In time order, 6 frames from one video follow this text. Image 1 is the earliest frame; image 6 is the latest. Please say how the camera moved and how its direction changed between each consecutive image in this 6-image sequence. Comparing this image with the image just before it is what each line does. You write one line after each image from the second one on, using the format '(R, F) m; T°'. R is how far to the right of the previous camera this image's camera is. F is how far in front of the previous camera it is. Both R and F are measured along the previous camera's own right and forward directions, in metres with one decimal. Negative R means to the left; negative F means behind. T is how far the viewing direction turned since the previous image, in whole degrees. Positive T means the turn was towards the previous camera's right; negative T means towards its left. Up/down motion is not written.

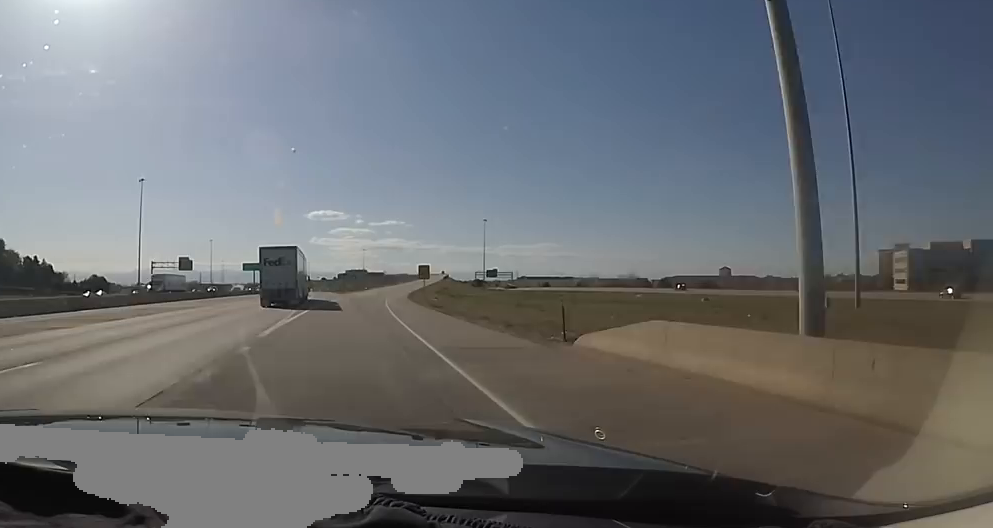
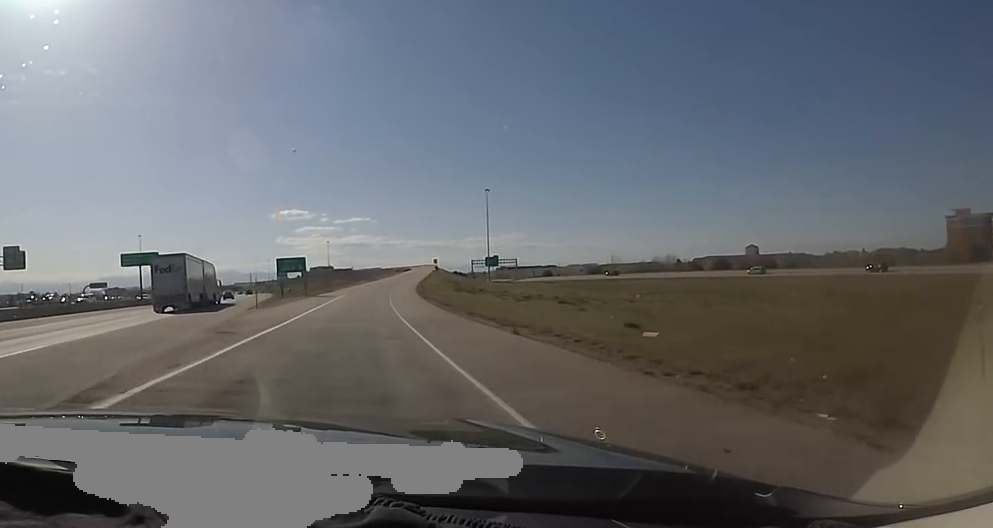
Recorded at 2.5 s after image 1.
(+1.8, +66.1) m; +5°
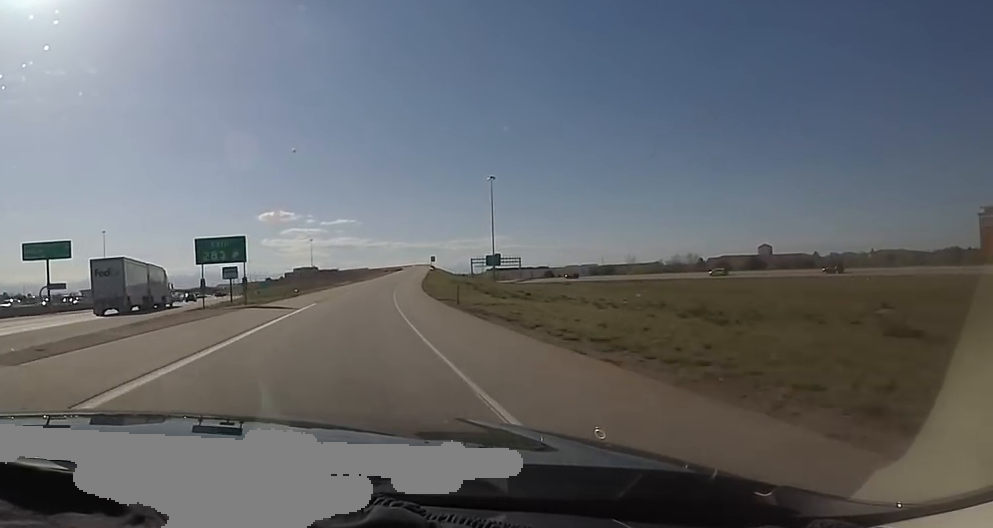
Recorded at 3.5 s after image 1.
(+0.2, +25.7) m; +1°
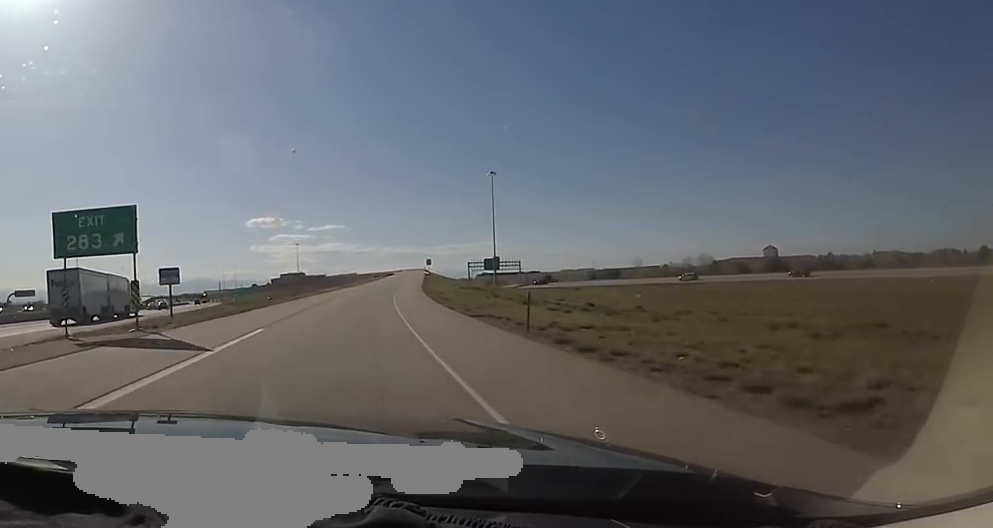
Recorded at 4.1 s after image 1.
(+0.2, +15.2) m; +1°
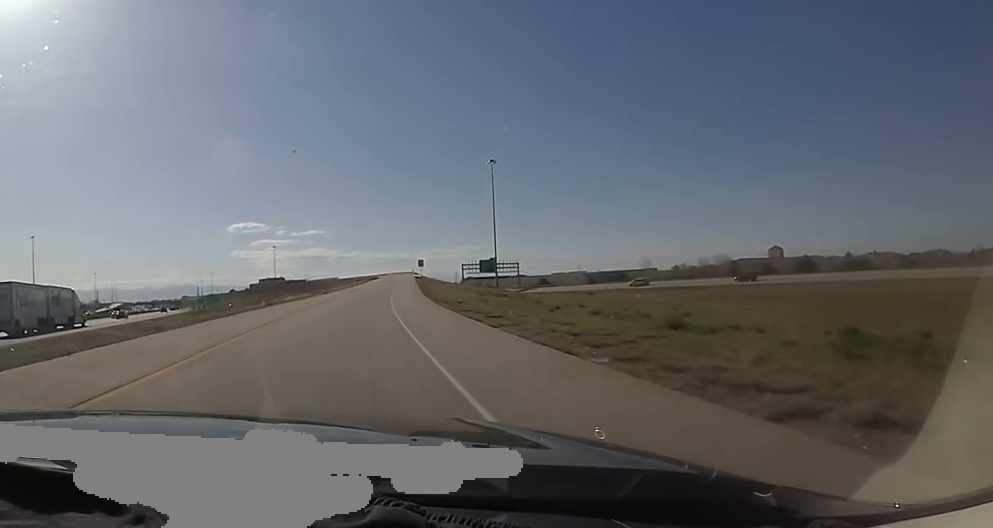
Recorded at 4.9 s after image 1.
(0.0, +19.8) m; 0°
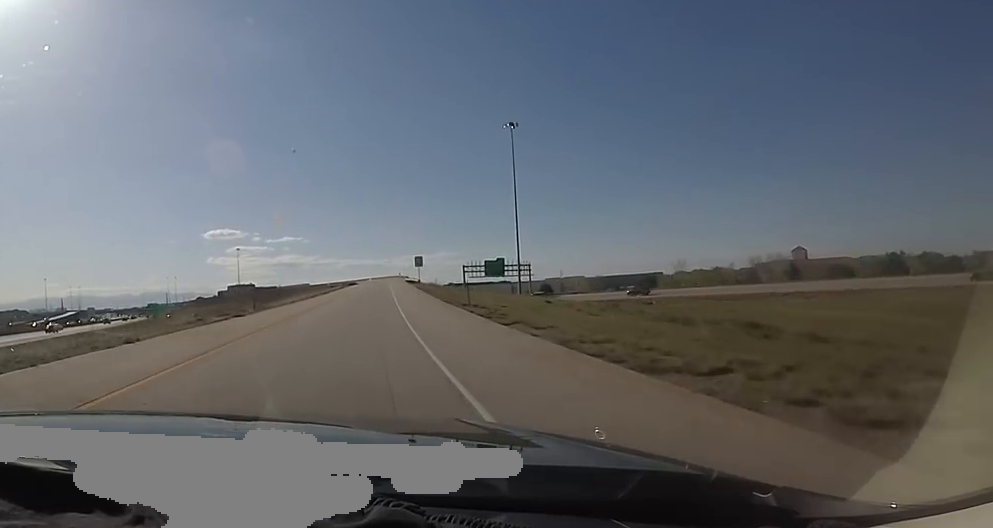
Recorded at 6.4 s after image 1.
(+0.4, +35.5) m; +3°
